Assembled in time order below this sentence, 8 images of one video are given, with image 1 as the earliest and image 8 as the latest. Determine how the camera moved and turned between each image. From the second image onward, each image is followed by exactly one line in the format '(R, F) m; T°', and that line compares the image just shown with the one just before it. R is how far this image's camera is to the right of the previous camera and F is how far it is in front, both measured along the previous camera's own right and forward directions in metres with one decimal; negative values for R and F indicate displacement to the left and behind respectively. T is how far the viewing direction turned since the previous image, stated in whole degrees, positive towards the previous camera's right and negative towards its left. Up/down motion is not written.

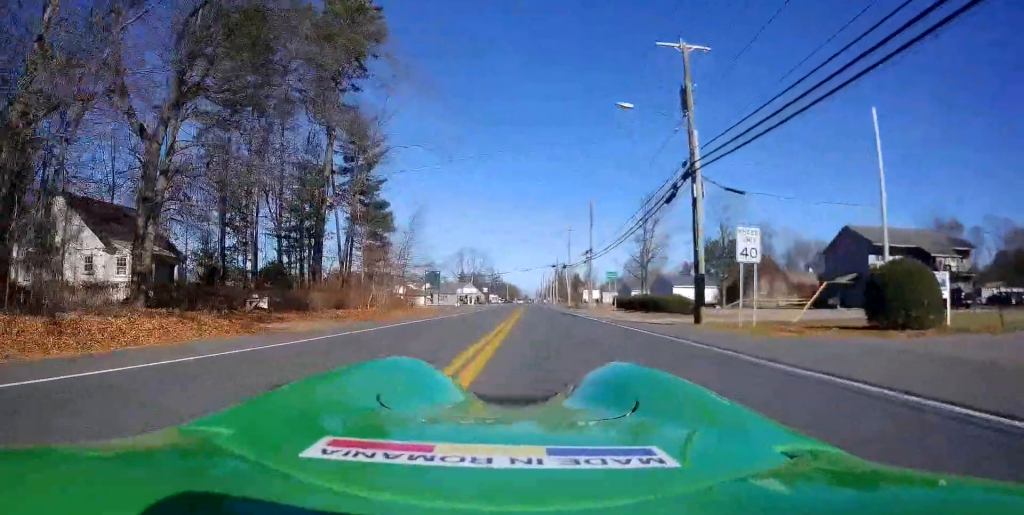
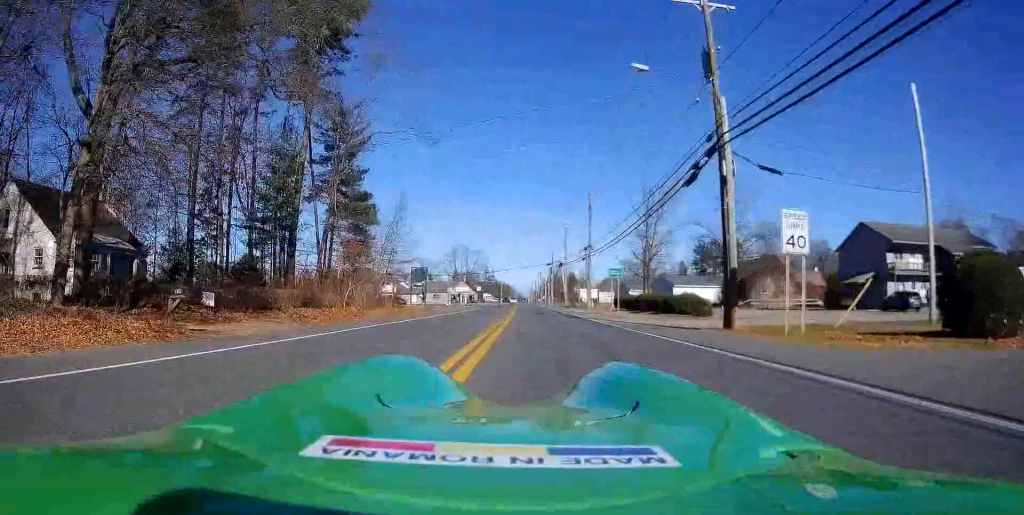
(0.0, +4.1) m; +1°
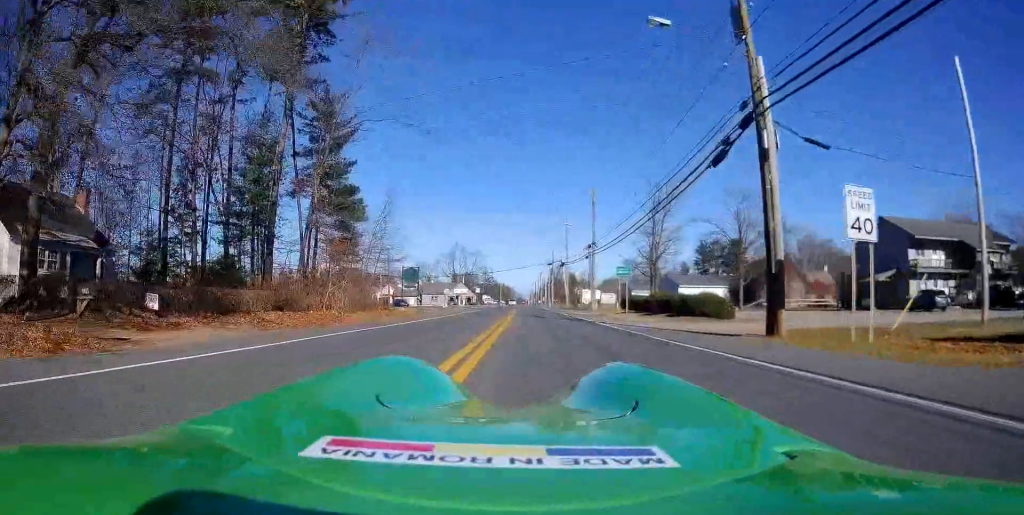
(+0.1, +3.4) m; +1°
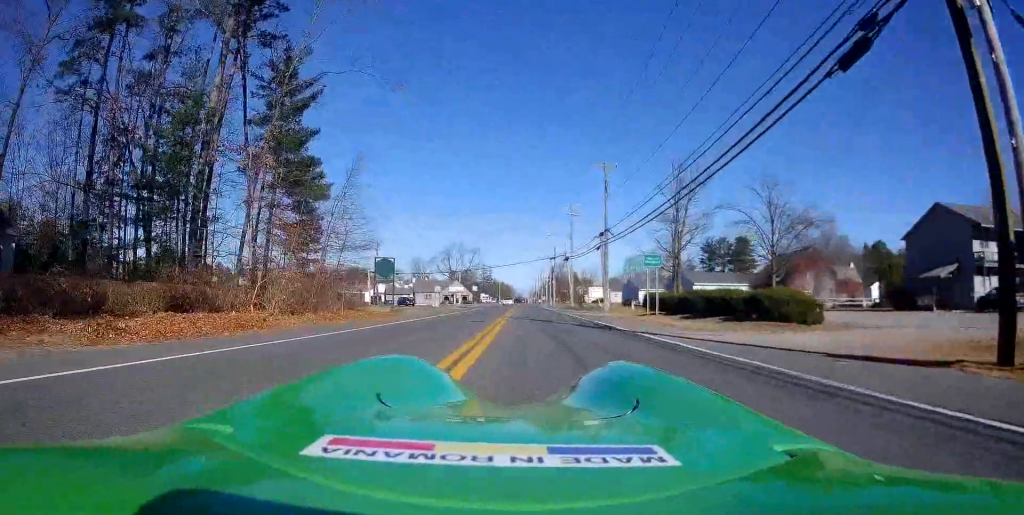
(+0.1, +8.8) m; -1°
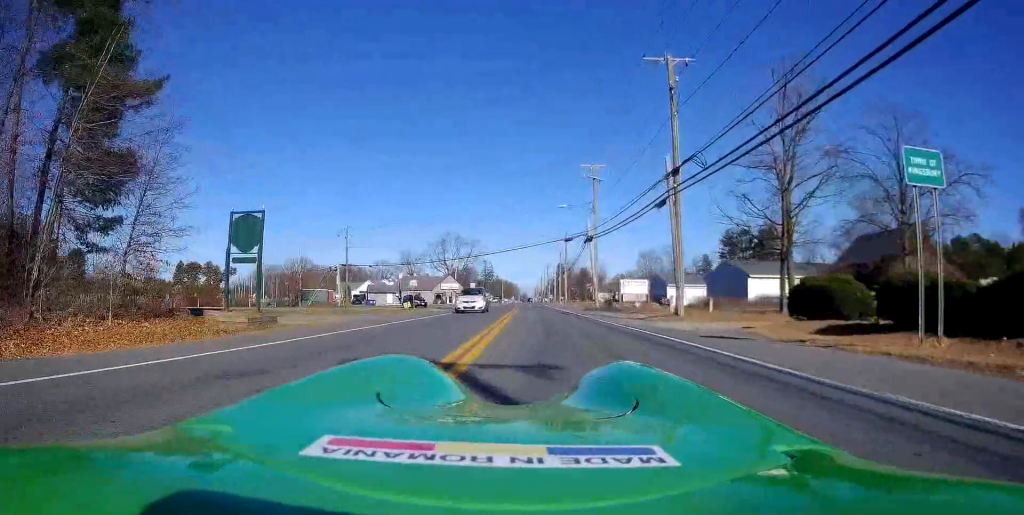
(-1.2, +20.5) m; -2°
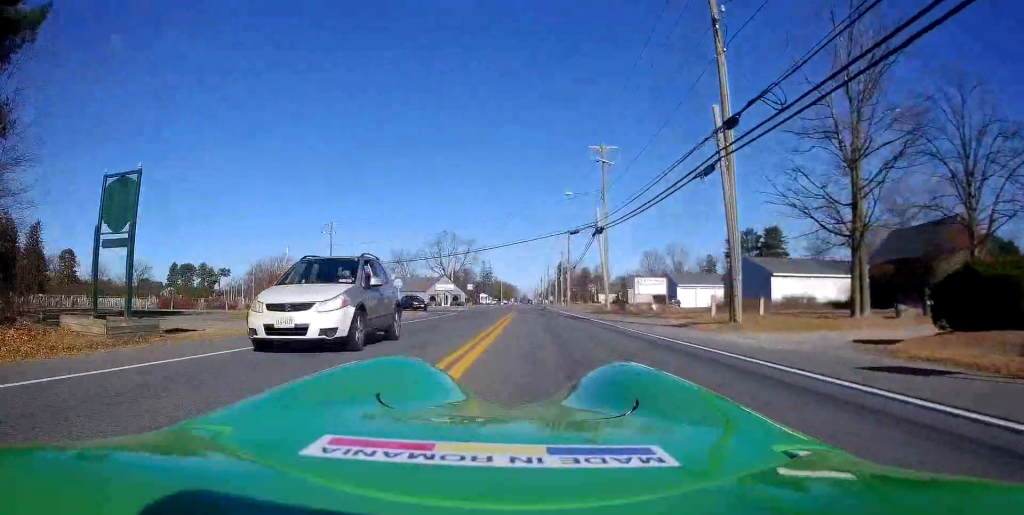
(+0.3, +6.8) m; +1°
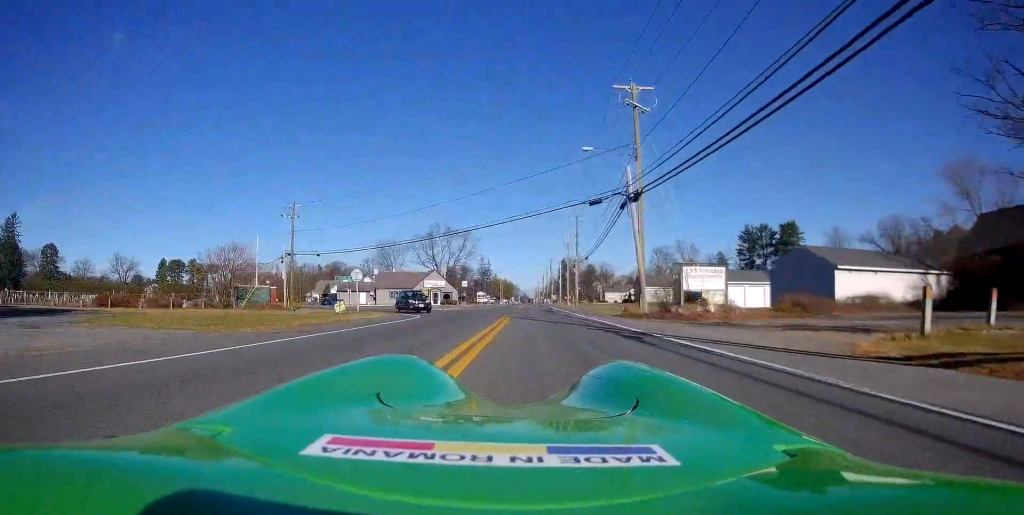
(-0.4, +13.3) m; -1°
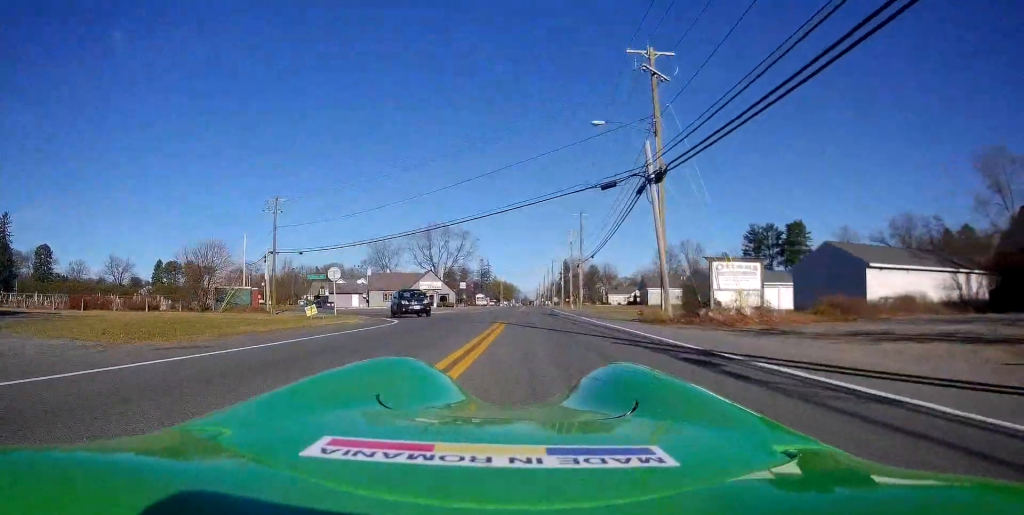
(0.0, +4.9) m; 0°
